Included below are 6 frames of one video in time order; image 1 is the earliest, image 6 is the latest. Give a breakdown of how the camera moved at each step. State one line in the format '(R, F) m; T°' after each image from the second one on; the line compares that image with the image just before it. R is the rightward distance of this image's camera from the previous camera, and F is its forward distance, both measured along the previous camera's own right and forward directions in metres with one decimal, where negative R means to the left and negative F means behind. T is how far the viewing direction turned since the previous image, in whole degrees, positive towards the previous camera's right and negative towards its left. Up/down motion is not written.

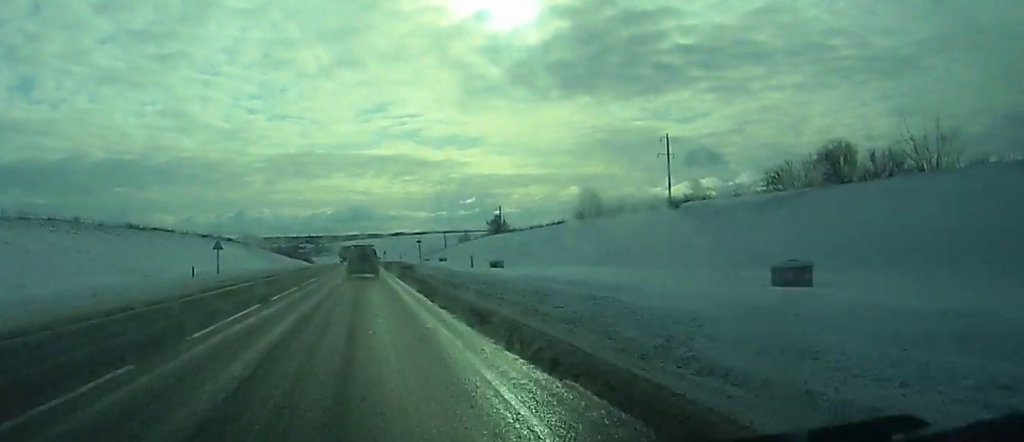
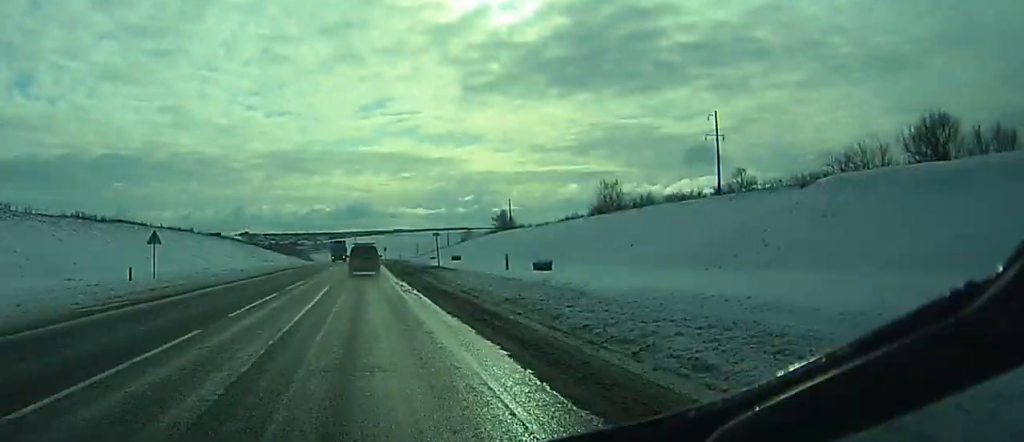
(+0.1, +19.4) m; +1°
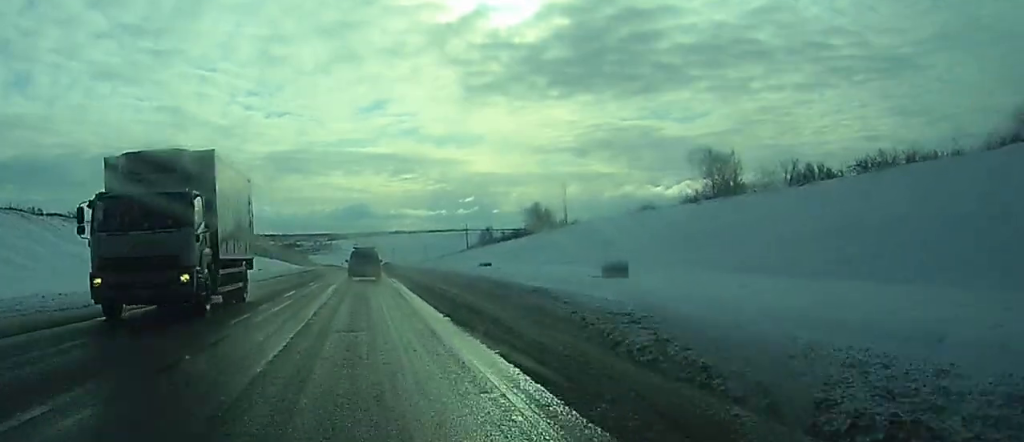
(+0.3, +65.7) m; 0°
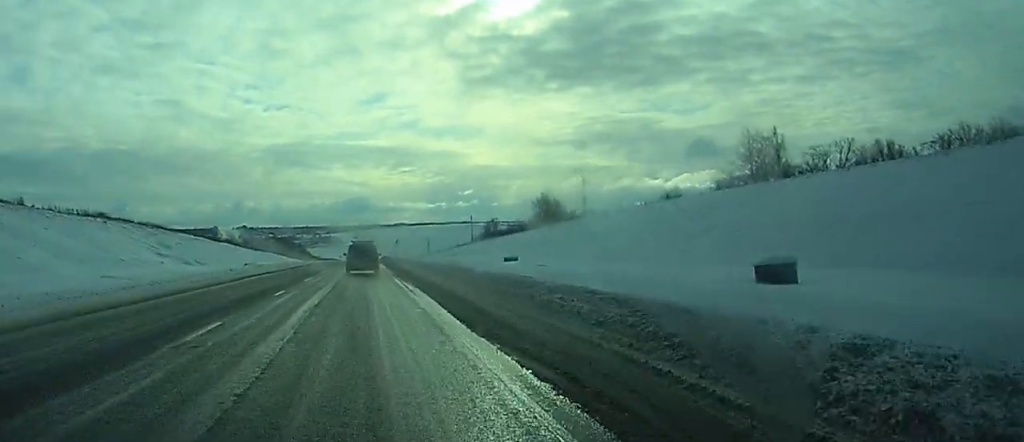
(-0.1, +15.6) m; 0°
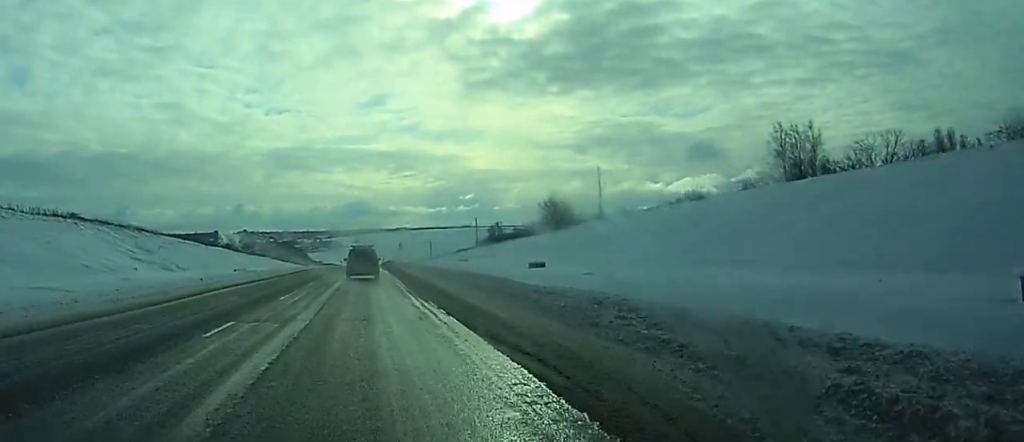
(0.0, +10.6) m; 0°
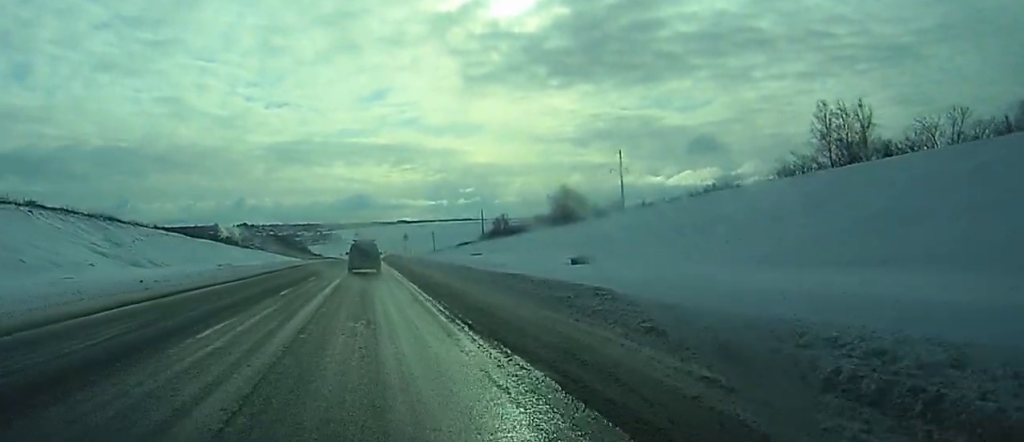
(0.0, +12.8) m; 0°
